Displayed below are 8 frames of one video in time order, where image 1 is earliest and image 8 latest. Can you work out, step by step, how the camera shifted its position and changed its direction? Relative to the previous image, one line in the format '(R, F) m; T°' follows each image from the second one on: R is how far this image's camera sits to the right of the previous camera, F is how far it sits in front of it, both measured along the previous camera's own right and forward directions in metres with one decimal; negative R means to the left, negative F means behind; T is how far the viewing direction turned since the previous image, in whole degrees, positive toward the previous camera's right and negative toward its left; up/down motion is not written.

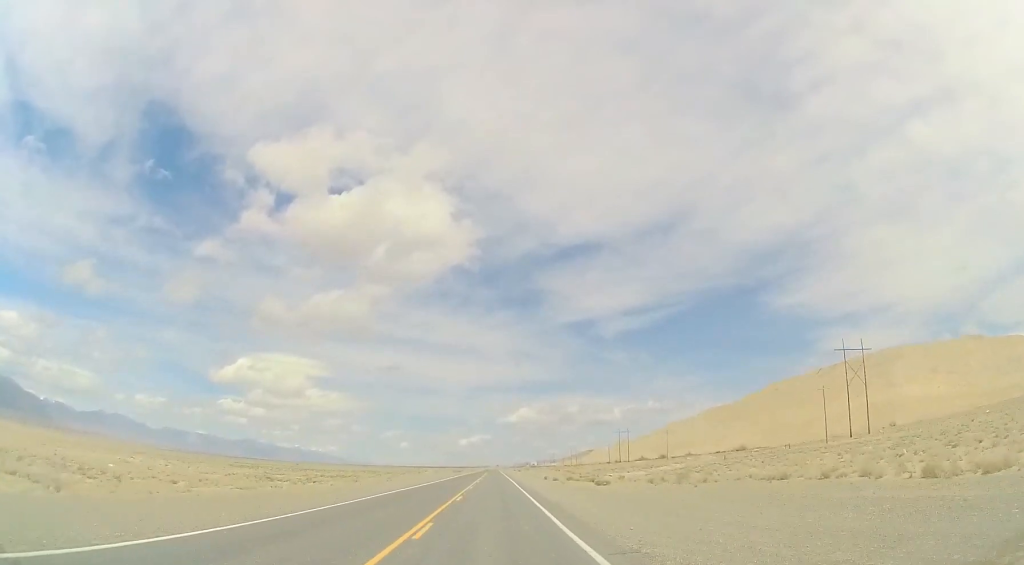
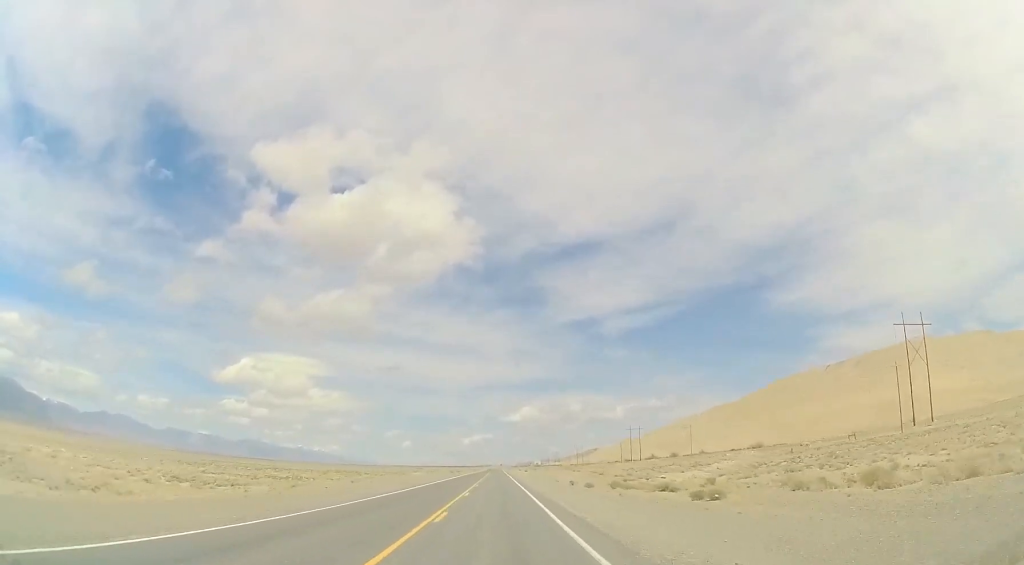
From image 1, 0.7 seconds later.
(-0.2, +23.2) m; -1°
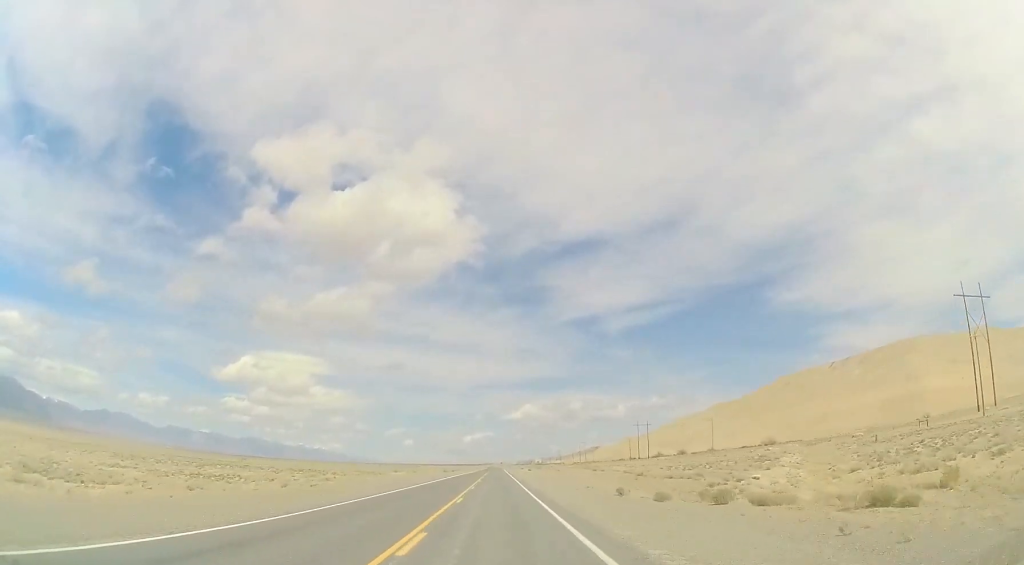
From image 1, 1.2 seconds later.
(-0.1, +19.7) m; 0°
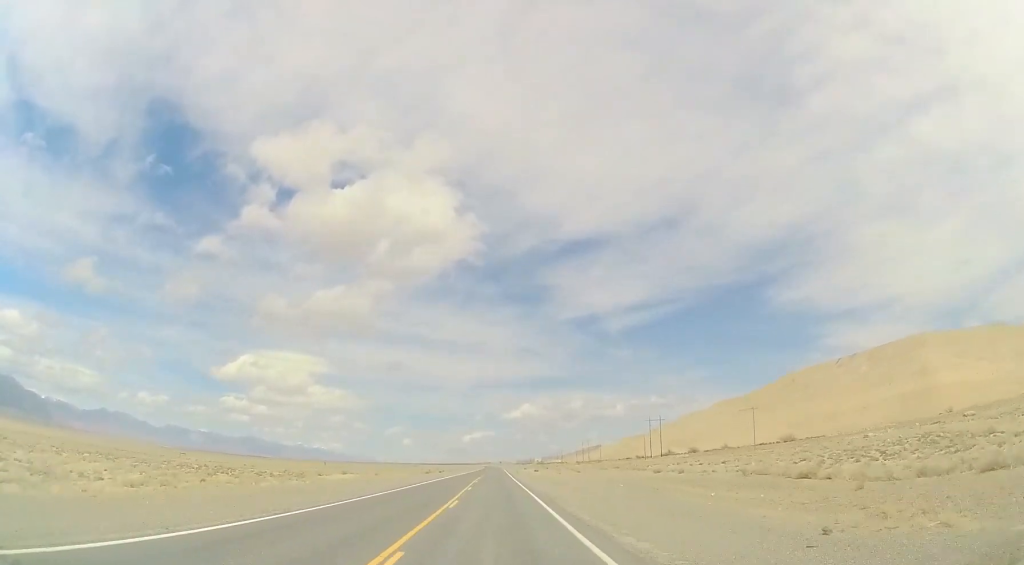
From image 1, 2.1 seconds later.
(-0.2, +30.2) m; 0°
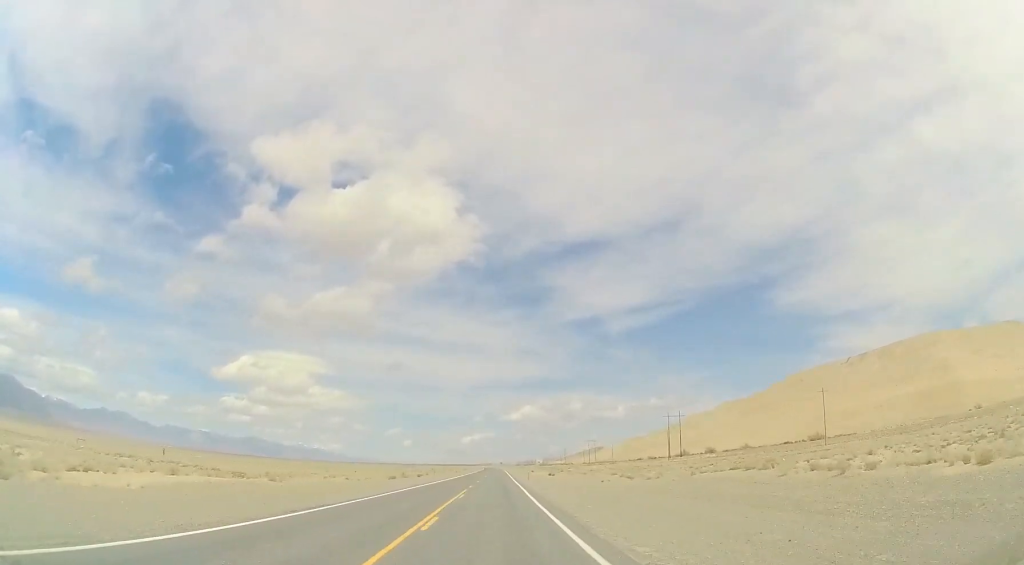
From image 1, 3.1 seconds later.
(+0.4, +33.6) m; 0°
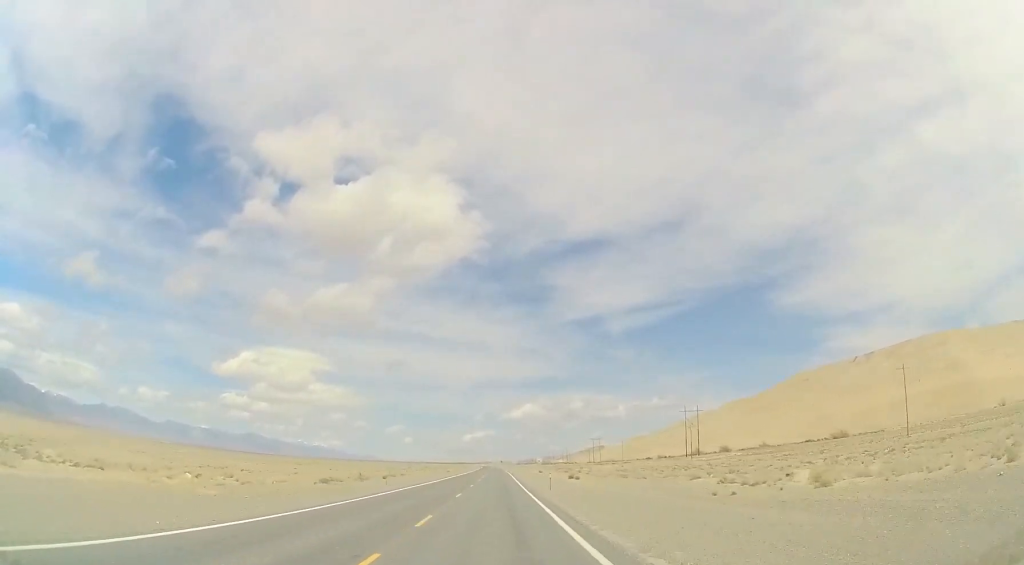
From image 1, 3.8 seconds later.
(-0.2, +26.6) m; 0°
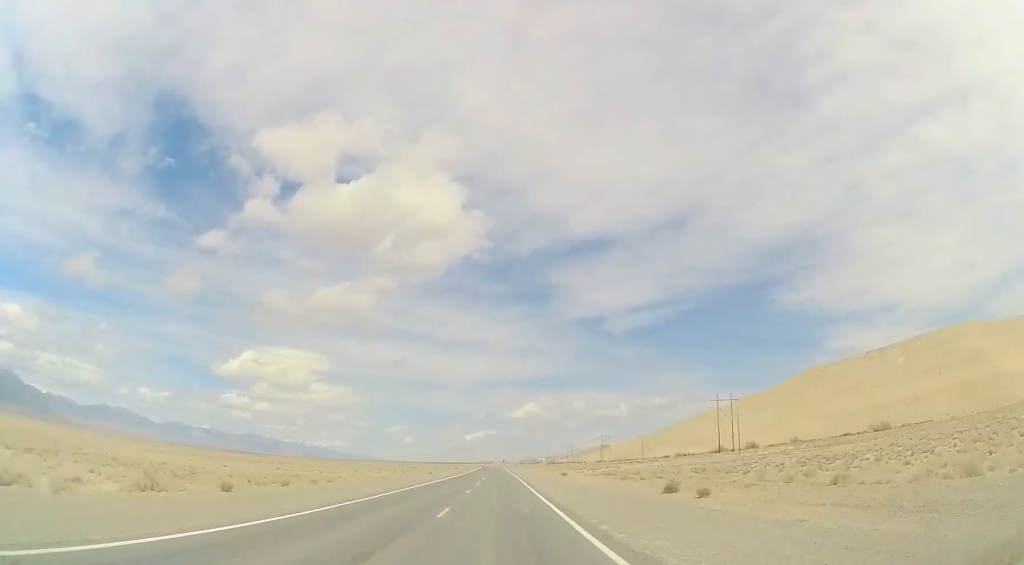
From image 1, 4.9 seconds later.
(-0.1, +38.1) m; 0°
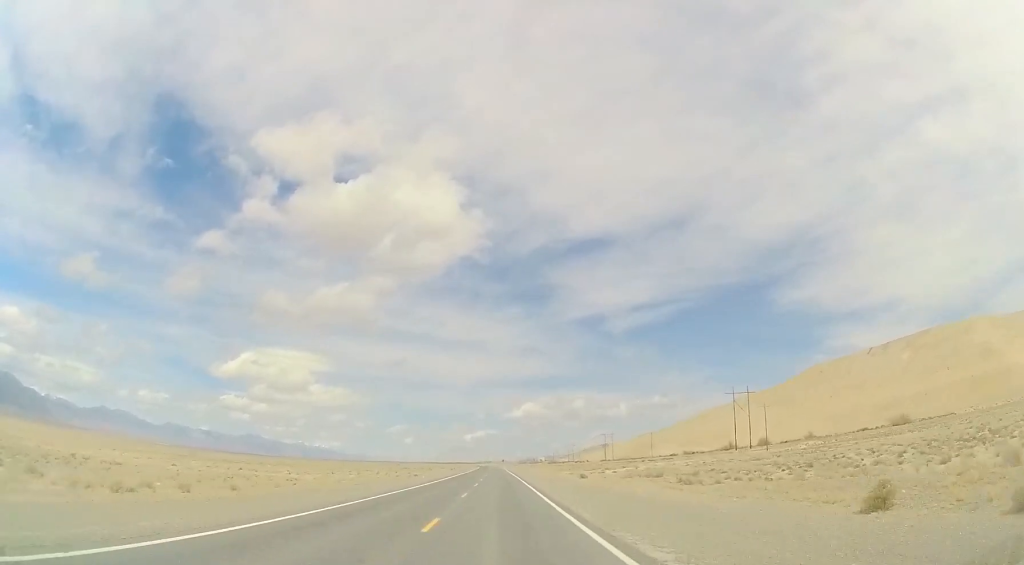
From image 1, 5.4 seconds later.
(-0.1, +17.4) m; 0°
